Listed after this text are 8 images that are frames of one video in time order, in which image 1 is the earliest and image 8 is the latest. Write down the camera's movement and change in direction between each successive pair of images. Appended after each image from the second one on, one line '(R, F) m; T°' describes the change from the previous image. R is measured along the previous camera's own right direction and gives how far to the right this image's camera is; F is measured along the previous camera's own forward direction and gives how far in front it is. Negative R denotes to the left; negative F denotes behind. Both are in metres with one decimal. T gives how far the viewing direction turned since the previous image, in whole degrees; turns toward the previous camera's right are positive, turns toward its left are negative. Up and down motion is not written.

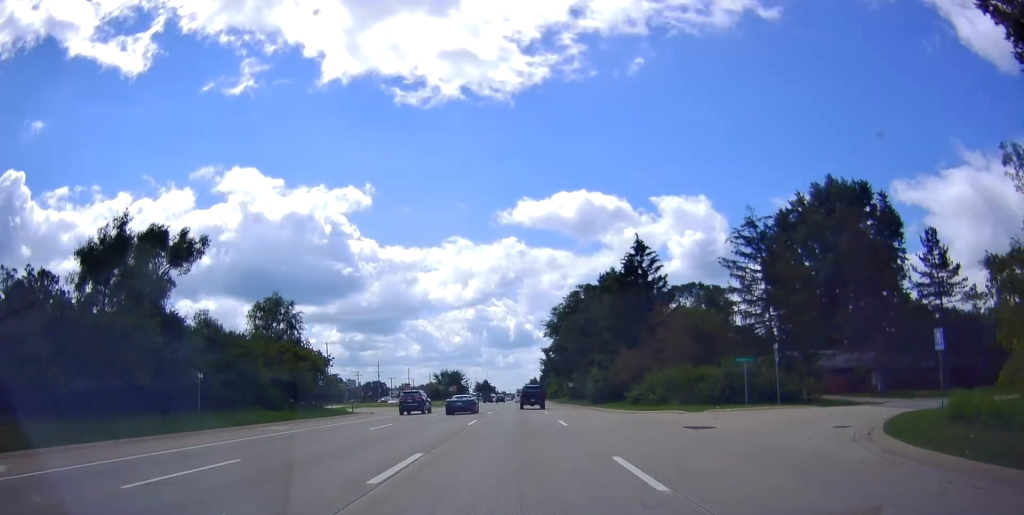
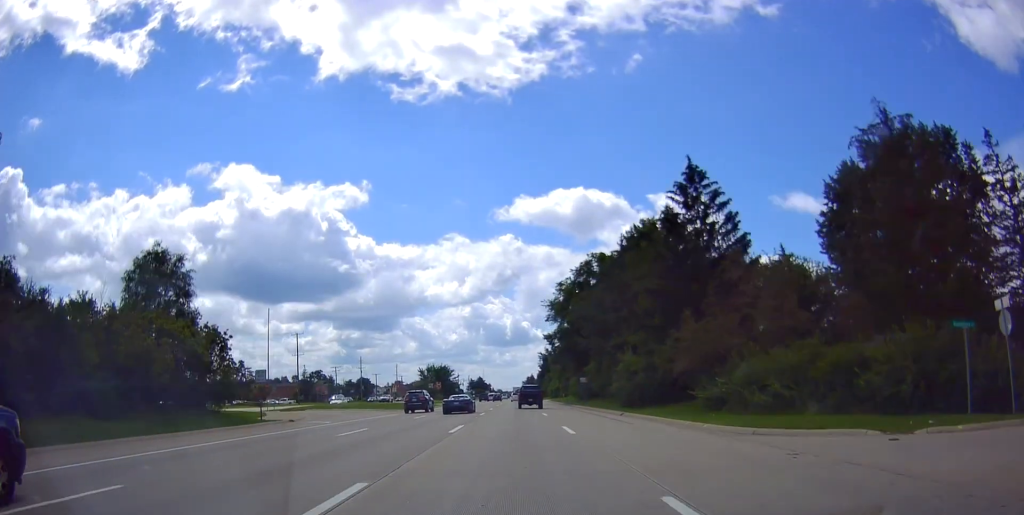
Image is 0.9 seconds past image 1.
(-0.4, +19.4) m; +1°
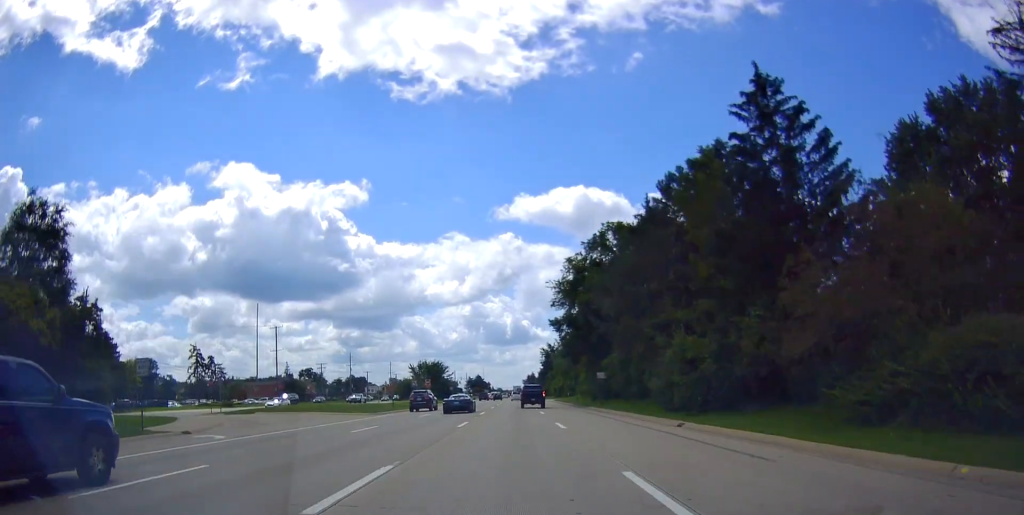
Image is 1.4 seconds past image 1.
(+0.3, +12.6) m; 0°
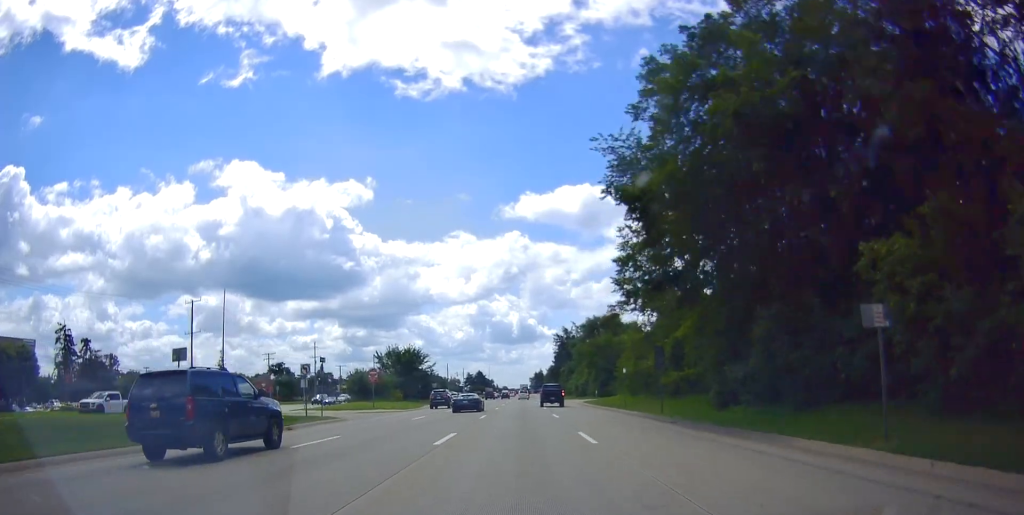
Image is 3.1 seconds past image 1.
(-0.2, +37.1) m; 0°
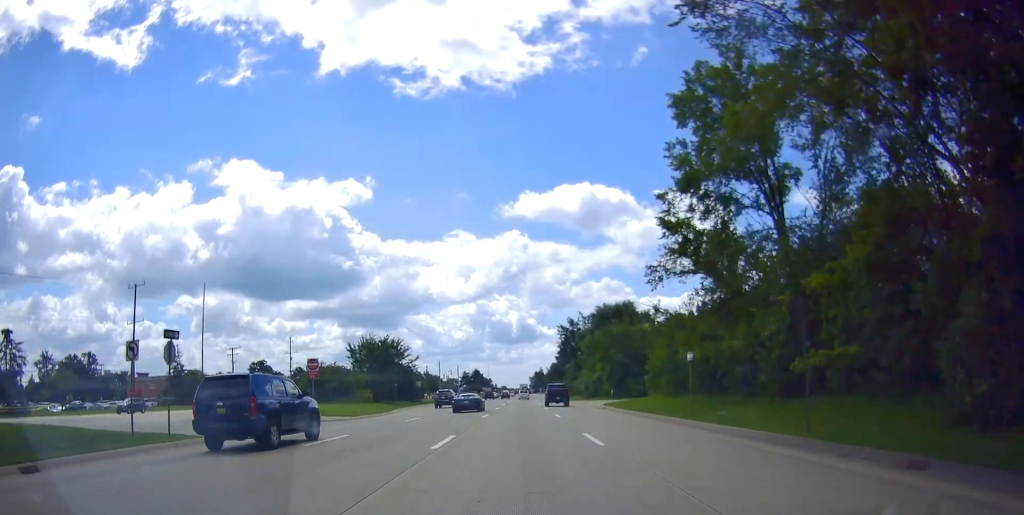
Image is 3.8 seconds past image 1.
(+0.5, +15.5) m; +1°
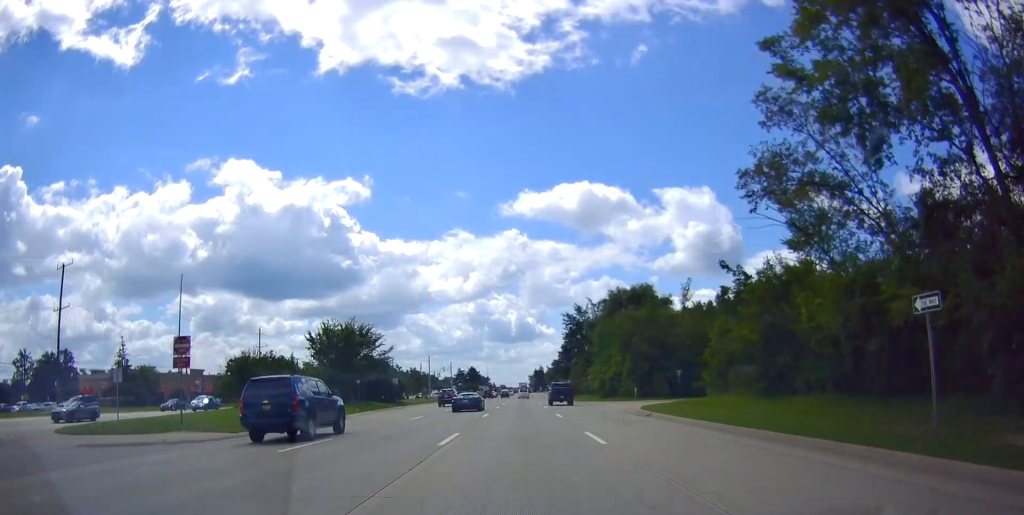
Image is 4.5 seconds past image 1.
(-0.1, +15.7) m; 0°
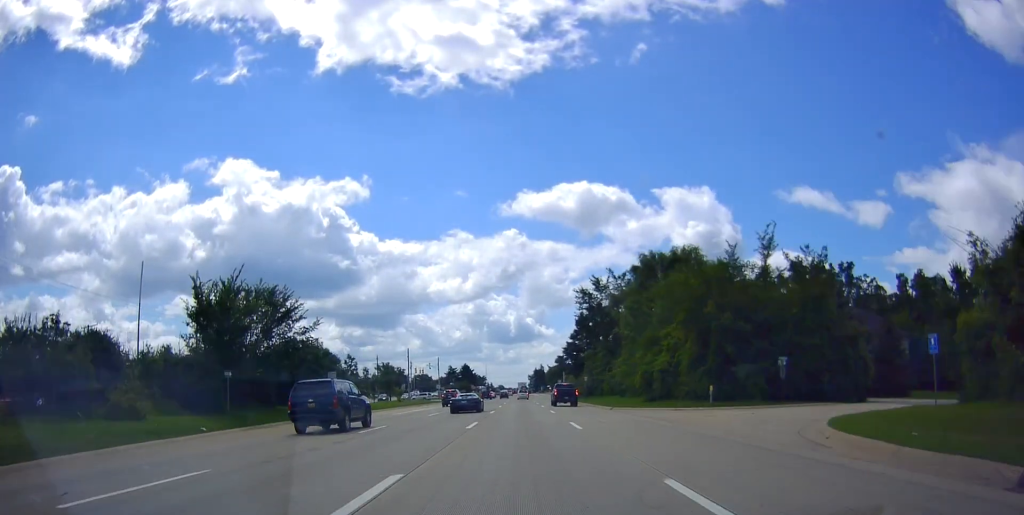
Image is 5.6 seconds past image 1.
(+0.1, +24.0) m; -1°
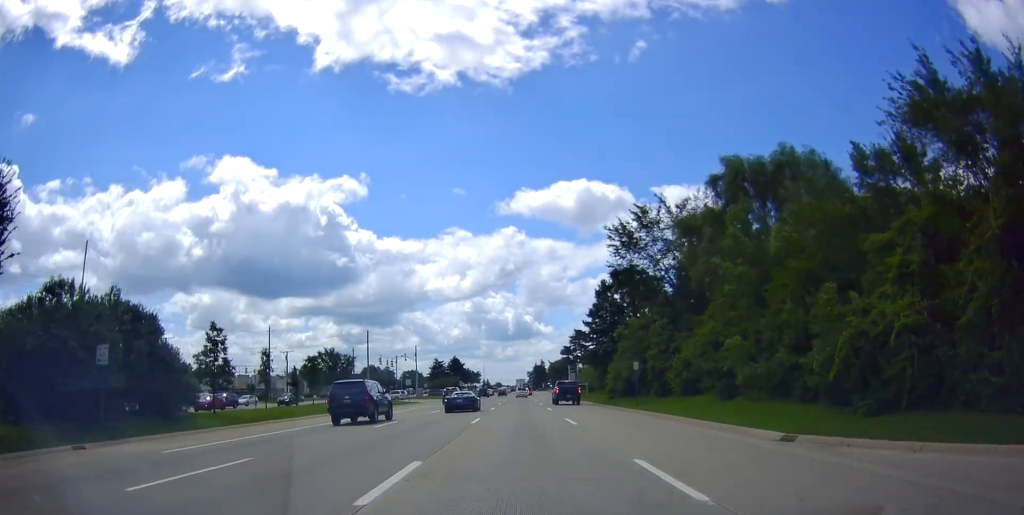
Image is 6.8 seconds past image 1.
(-0.6, +28.4) m; 0°
